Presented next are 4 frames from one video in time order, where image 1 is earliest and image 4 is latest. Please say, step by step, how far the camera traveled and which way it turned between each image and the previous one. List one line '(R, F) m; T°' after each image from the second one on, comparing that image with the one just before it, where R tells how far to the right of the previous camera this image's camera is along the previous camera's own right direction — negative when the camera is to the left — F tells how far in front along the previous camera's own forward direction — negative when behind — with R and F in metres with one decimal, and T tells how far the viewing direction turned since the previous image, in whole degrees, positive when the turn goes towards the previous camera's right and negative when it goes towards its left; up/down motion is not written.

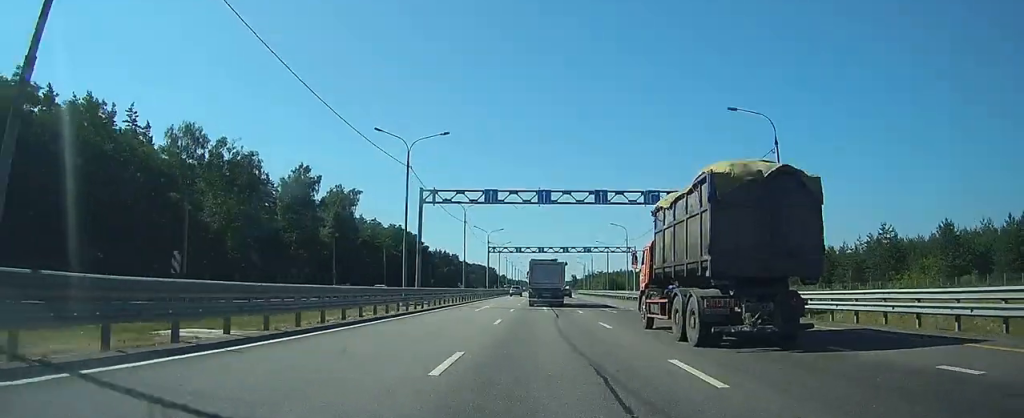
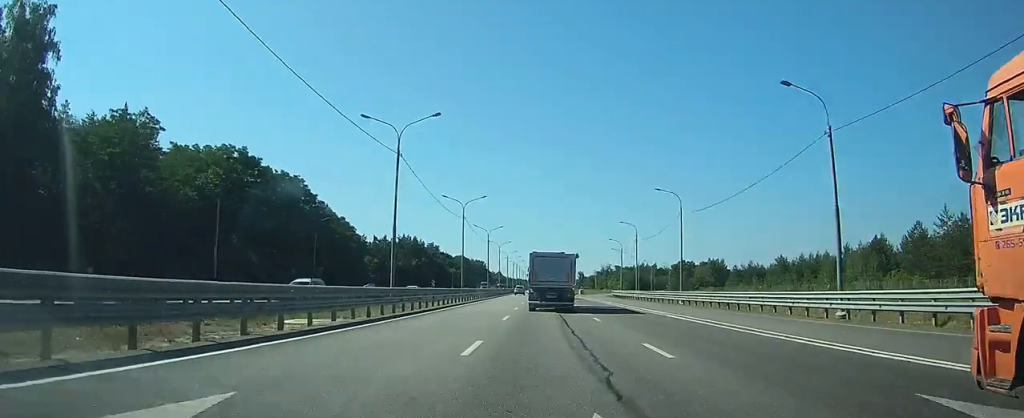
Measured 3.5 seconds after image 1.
(0.0, +92.3) m; 0°
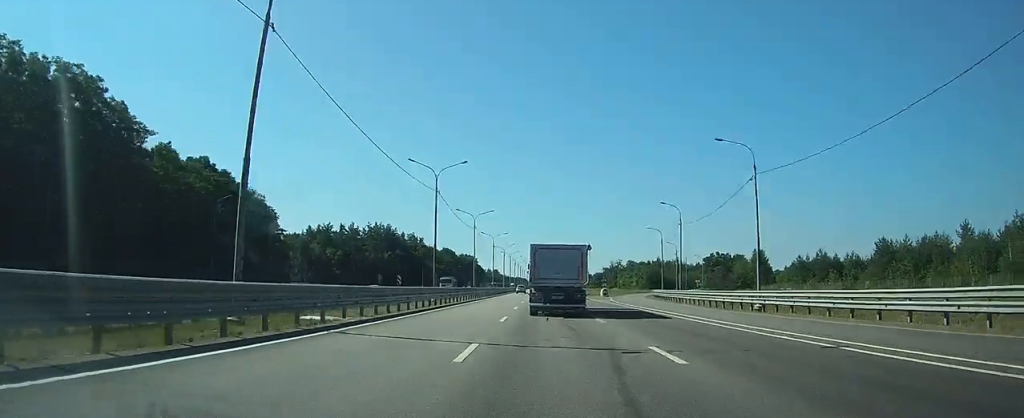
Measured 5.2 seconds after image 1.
(0.0, +48.5) m; 0°
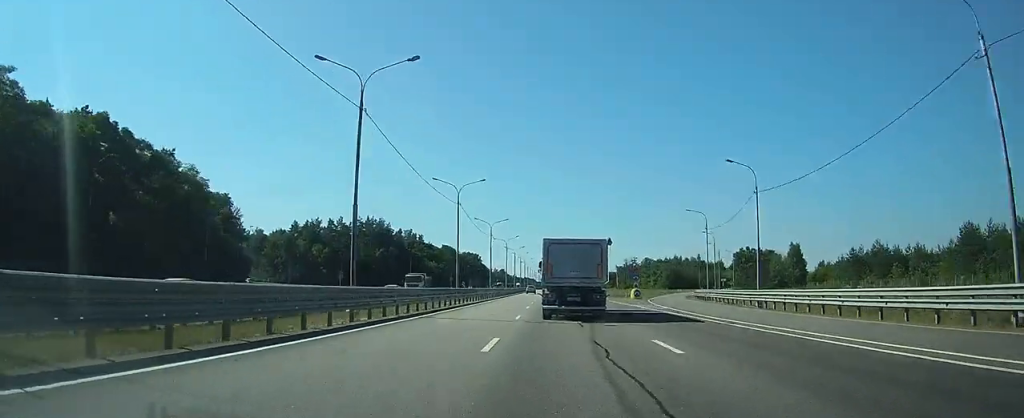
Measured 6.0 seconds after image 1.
(0.0, +22.5) m; 0°
